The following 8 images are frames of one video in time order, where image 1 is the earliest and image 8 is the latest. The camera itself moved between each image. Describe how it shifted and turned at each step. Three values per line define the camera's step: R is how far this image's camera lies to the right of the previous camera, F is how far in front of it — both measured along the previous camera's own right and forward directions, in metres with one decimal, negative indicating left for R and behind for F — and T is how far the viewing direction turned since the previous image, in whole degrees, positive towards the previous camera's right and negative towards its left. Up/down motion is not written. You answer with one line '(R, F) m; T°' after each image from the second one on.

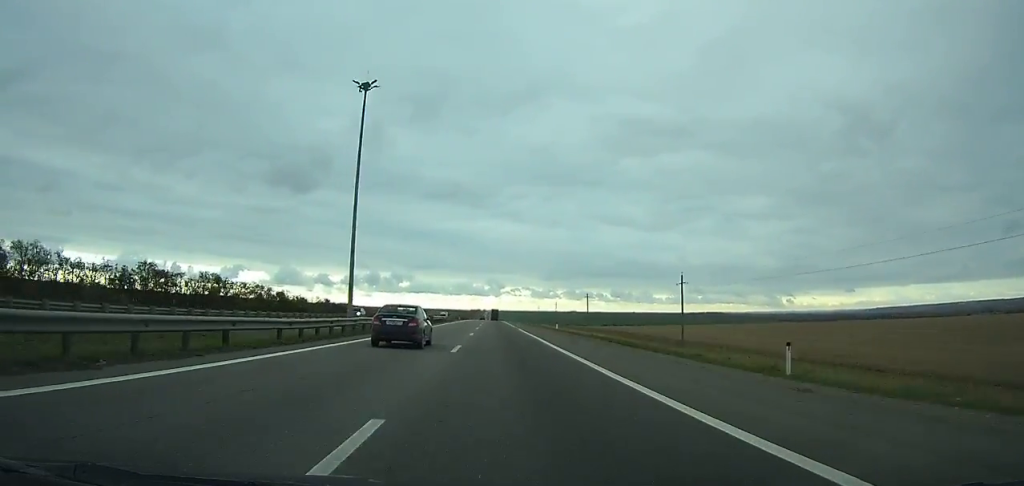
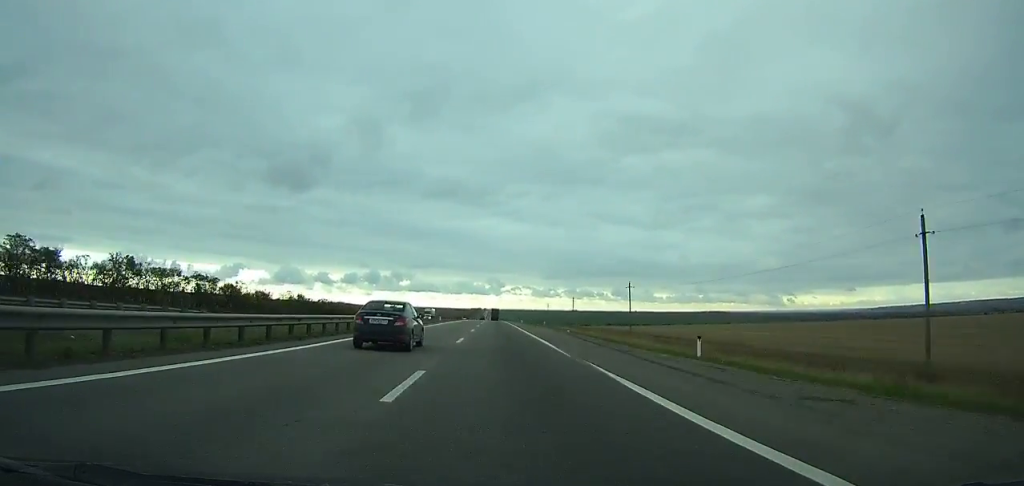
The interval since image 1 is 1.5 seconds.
(+0.2, +44.0) m; 0°
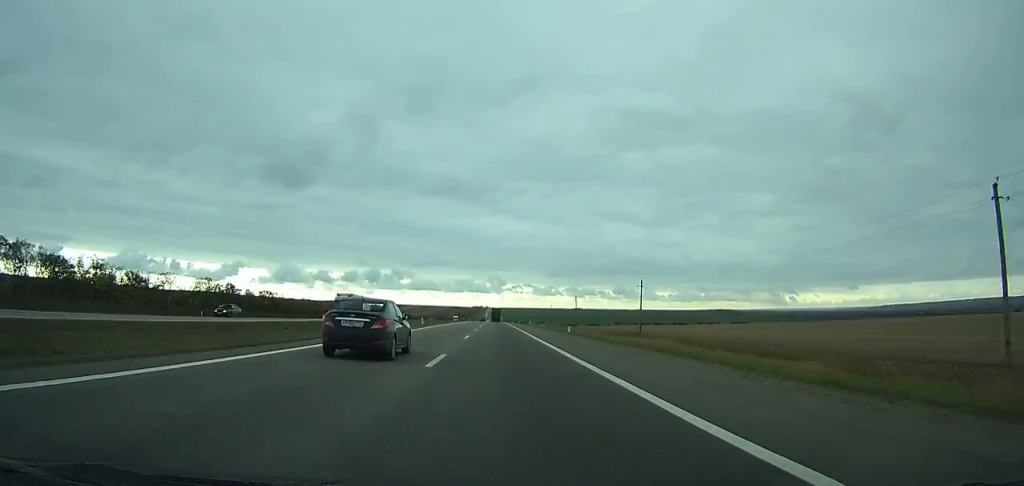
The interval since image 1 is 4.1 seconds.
(-0.6, +75.4) m; -1°
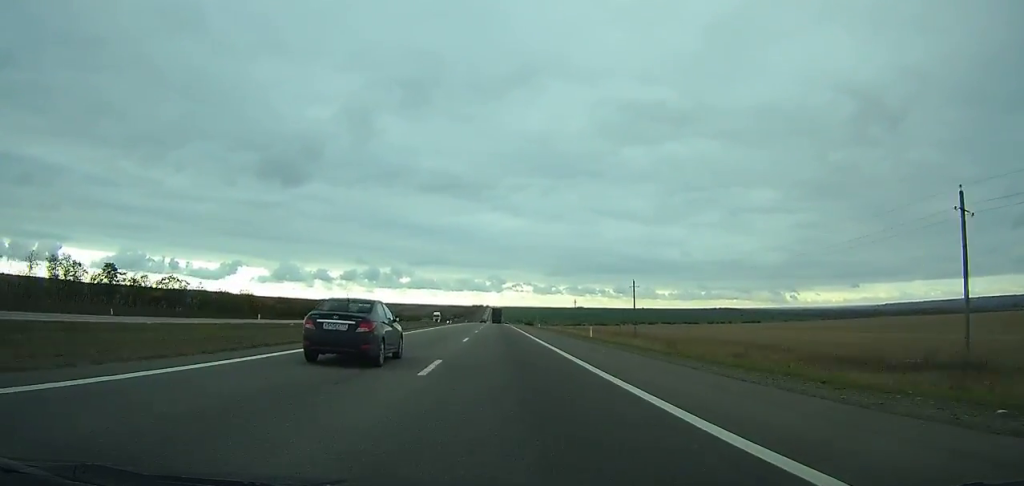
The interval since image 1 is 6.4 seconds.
(-0.3, +65.1) m; 0°
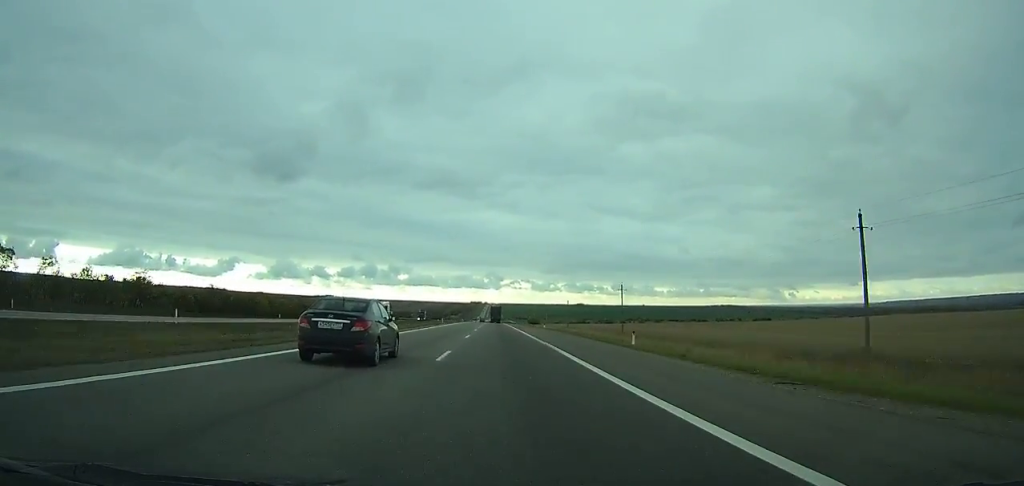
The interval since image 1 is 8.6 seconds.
(-0.1, +61.6) m; 0°
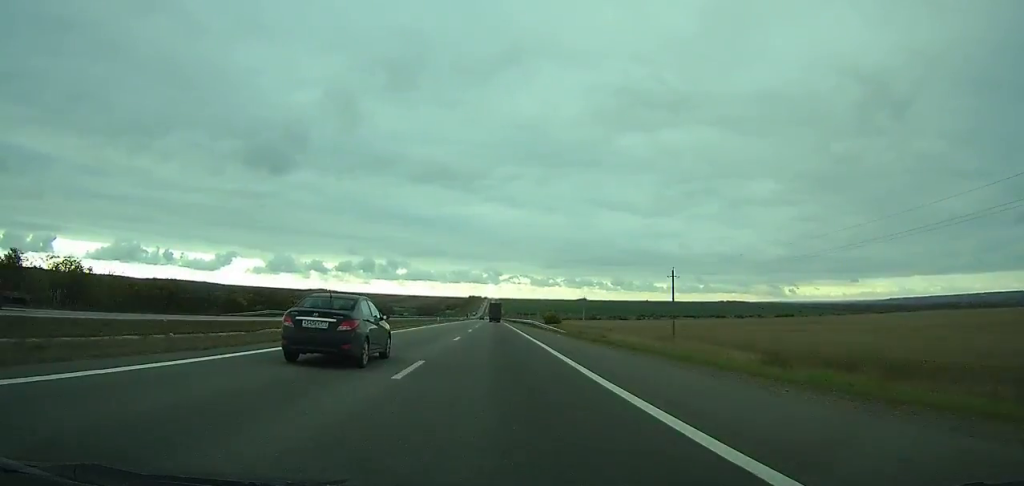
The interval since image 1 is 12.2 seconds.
(+0.1, +100.3) m; 0°
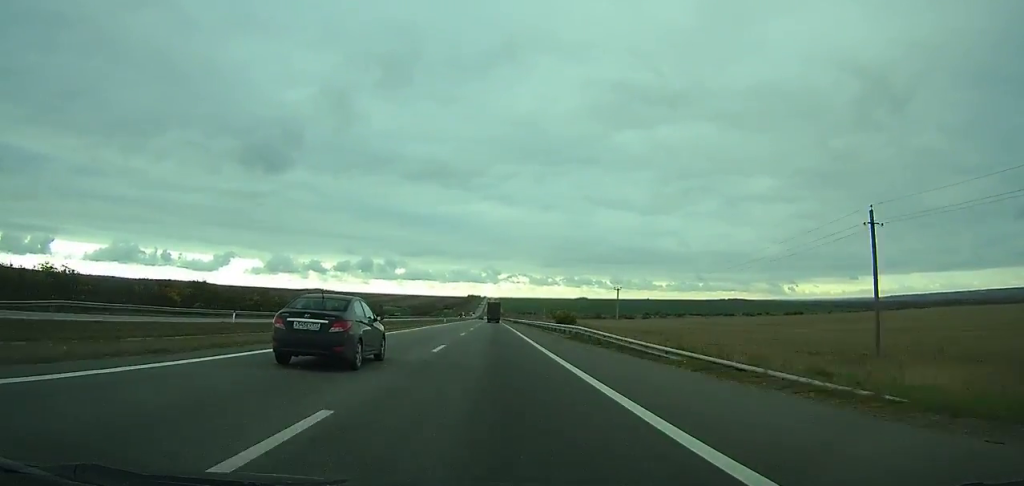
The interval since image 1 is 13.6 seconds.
(0.0, +39.1) m; 0°
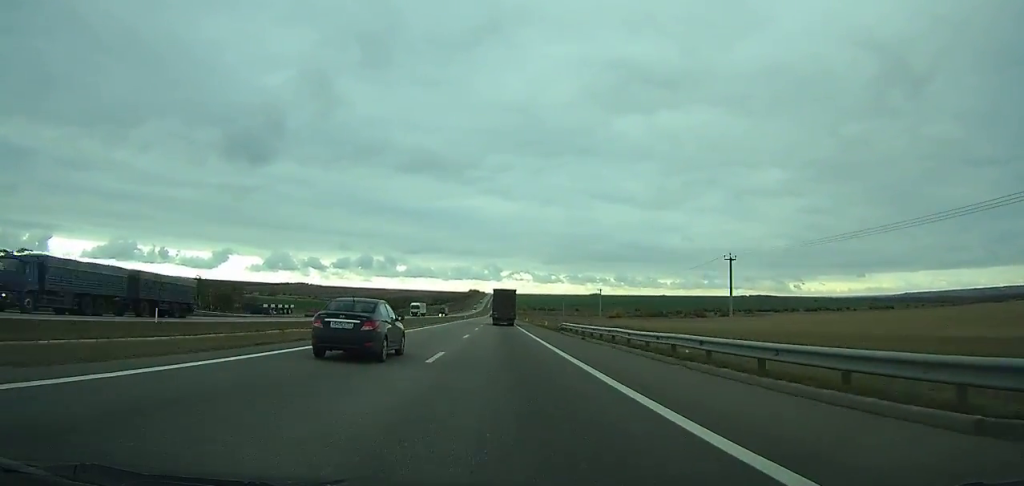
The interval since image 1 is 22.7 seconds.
(-0.5, +263.3) m; 0°
